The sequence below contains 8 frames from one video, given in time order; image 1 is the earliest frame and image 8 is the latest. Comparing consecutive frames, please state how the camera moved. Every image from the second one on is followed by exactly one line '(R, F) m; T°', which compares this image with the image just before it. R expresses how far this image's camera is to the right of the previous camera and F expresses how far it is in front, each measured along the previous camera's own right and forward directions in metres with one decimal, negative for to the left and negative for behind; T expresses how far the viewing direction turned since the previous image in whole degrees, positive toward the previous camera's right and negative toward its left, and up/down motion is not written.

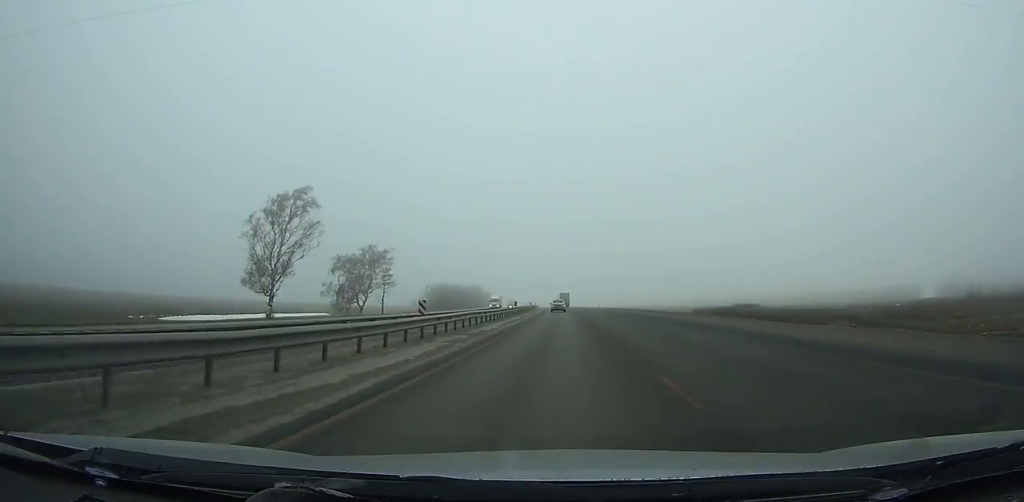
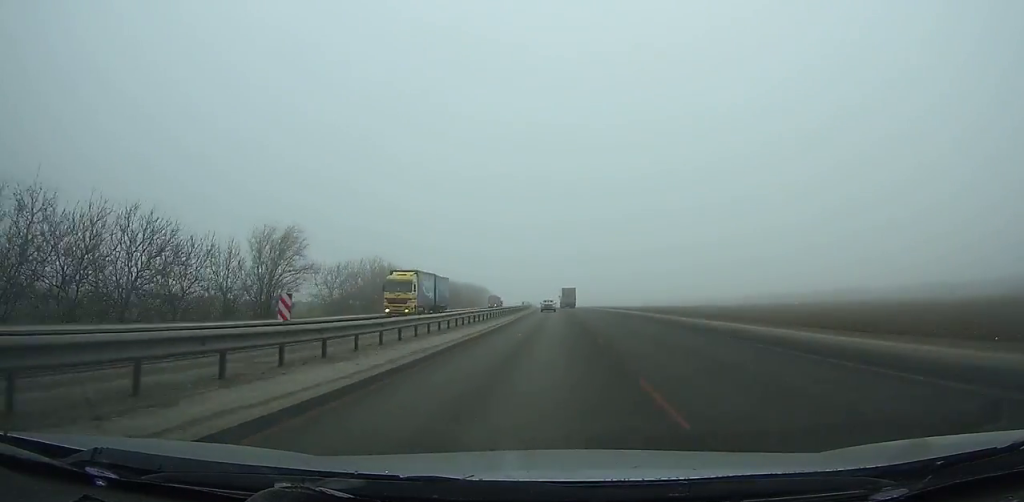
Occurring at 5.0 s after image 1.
(-3.2, +130.6) m; -3°
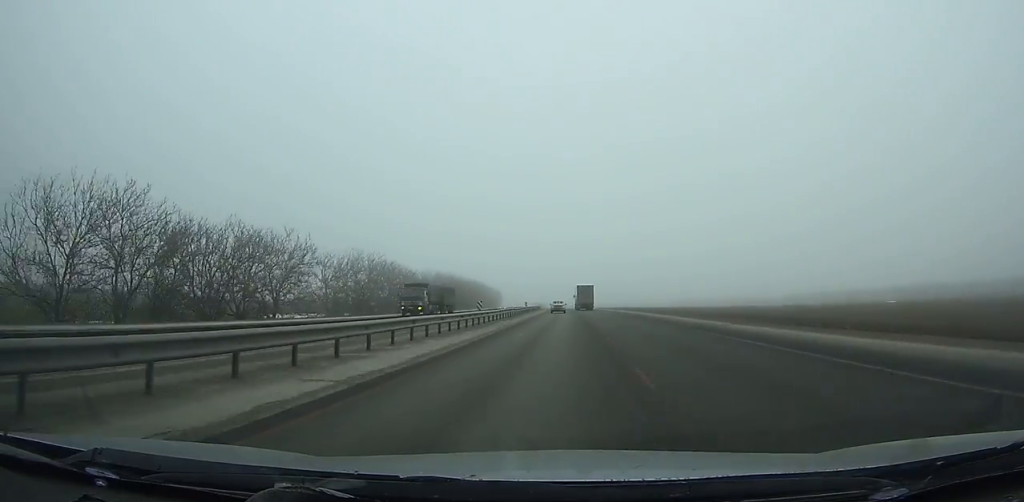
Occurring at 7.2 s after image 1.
(-0.9, +58.7) m; -1°
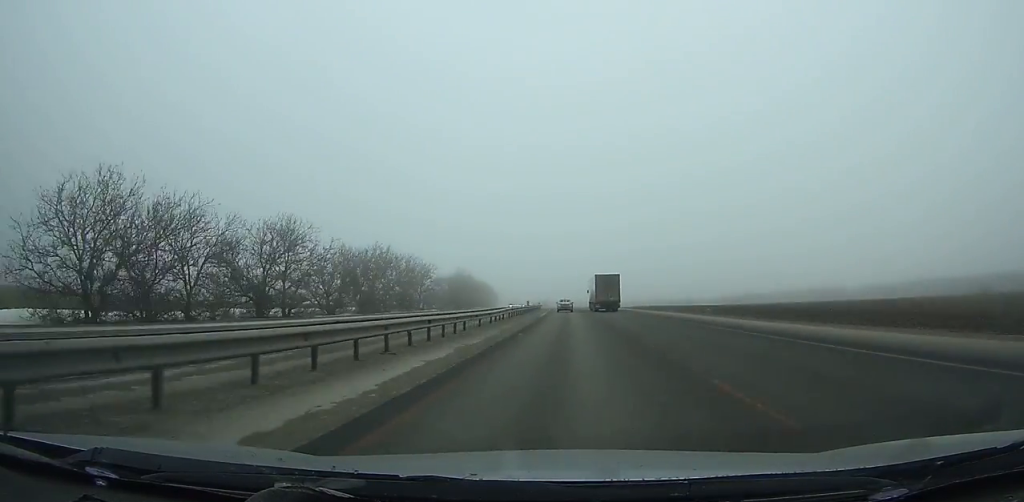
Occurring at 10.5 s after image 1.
(-0.9, +88.6) m; -1°
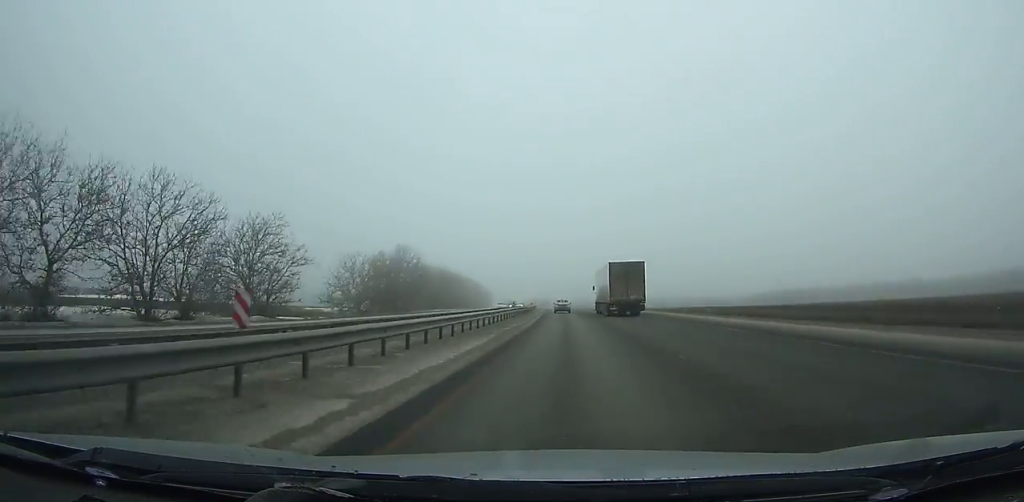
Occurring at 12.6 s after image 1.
(-0.4, +56.6) m; -1°
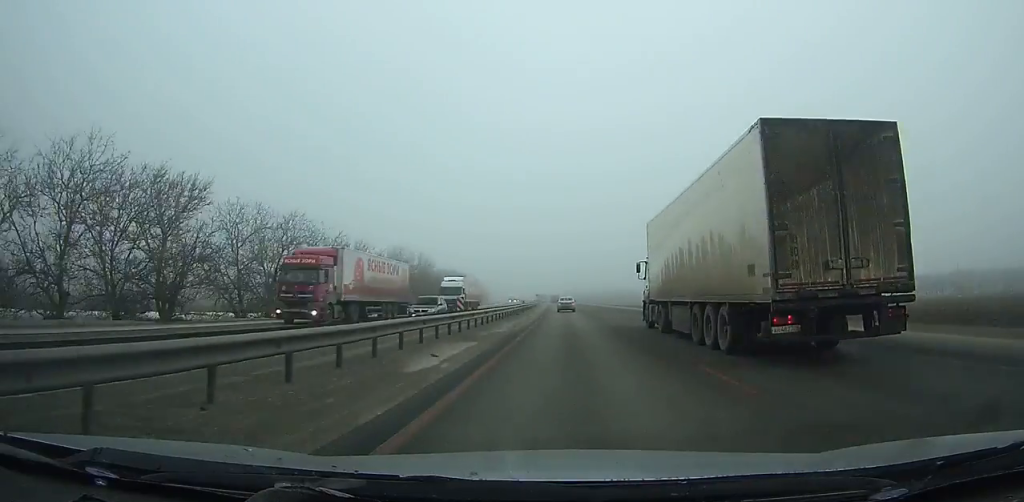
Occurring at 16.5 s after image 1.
(-2.0, +104.8) m; -2°
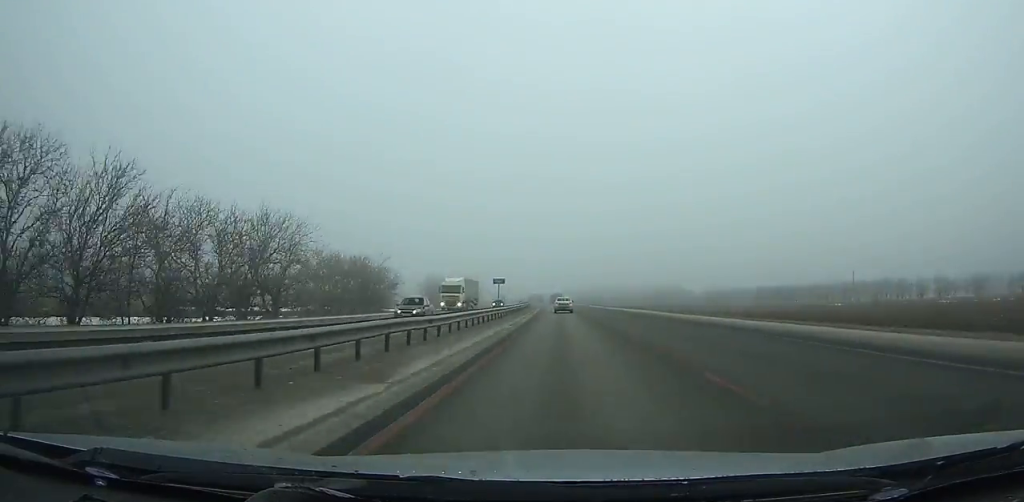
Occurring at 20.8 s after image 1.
(-2.4, +114.9) m; -2°
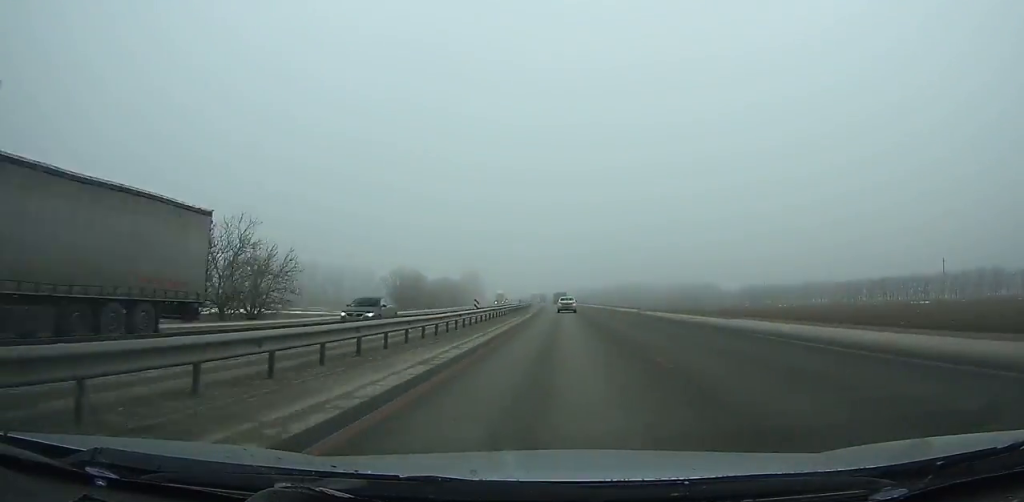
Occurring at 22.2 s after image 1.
(0.0, +37.3) m; -1°
